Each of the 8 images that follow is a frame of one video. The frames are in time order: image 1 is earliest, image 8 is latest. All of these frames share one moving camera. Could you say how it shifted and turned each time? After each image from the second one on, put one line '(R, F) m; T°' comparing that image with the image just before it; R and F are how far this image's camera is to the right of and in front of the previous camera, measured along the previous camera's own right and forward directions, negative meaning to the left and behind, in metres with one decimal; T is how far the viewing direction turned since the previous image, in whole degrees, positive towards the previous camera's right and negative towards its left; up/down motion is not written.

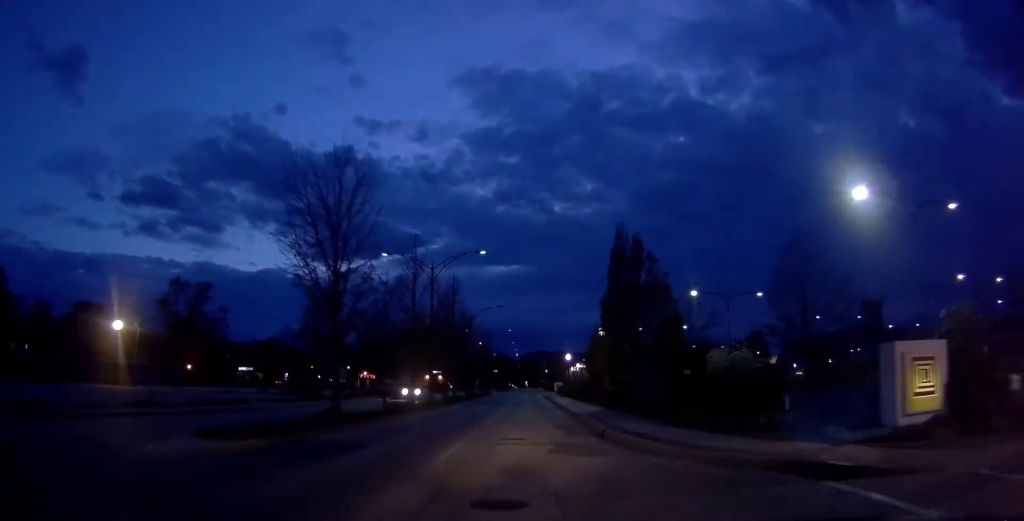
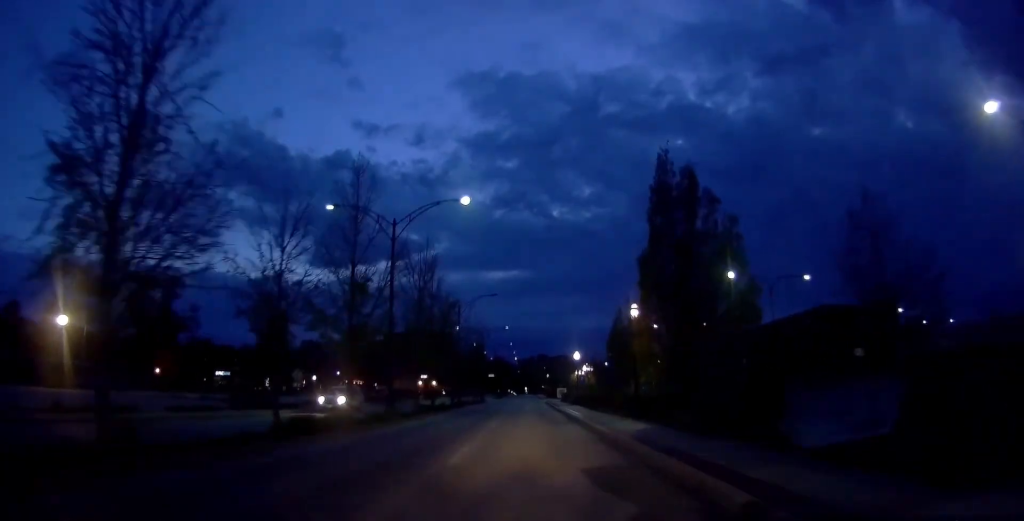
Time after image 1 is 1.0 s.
(0.0, +12.1) m; +2°
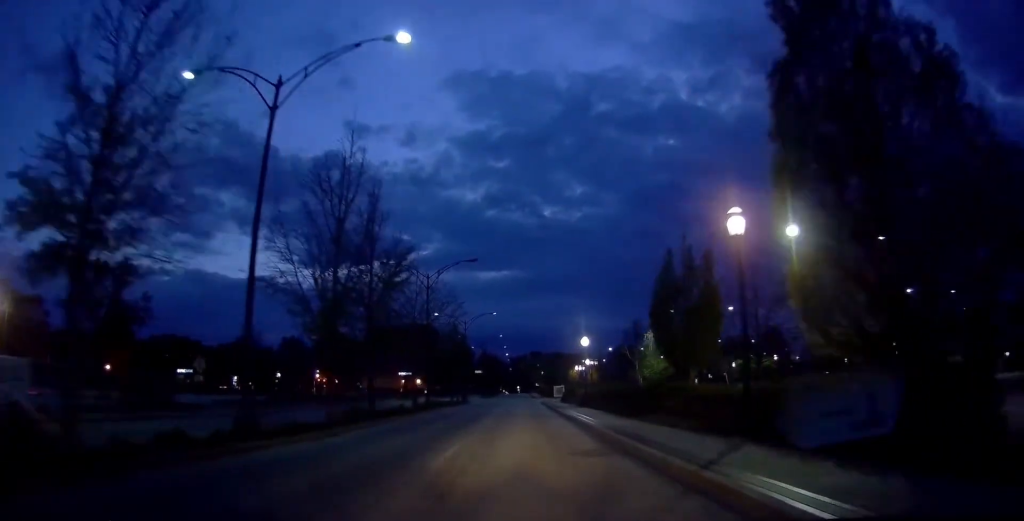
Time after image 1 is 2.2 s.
(+0.3, +14.1) m; +1°
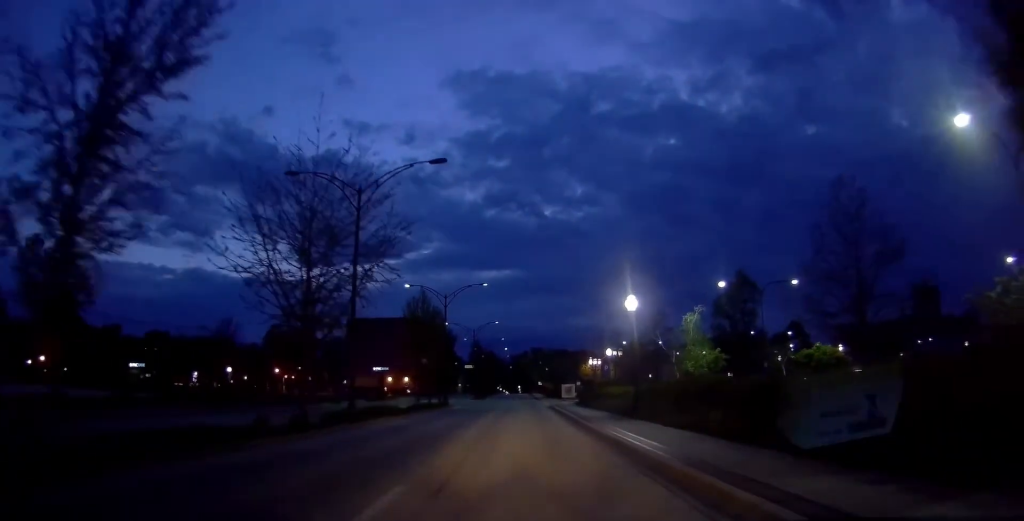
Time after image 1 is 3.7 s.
(0.0, +17.6) m; 0°
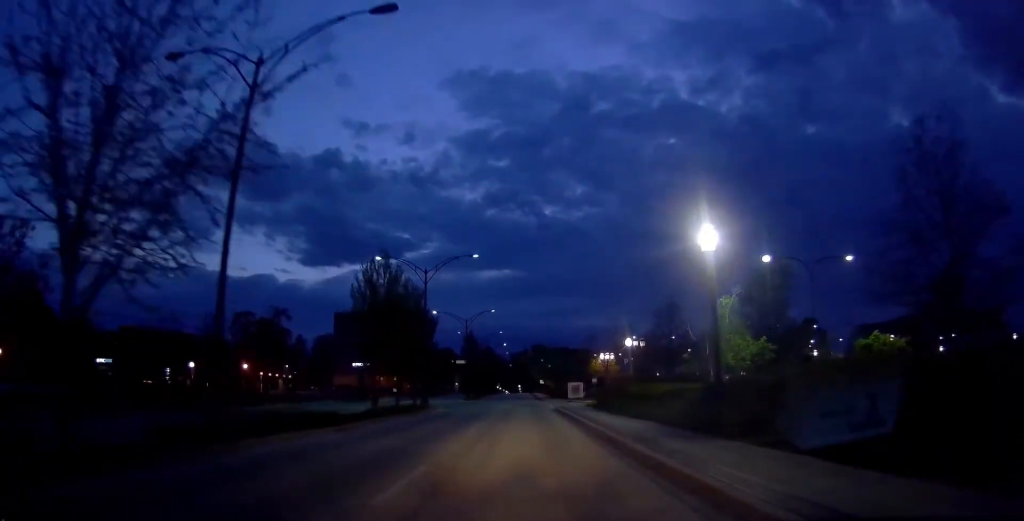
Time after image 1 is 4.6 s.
(0.0, +10.8) m; 0°
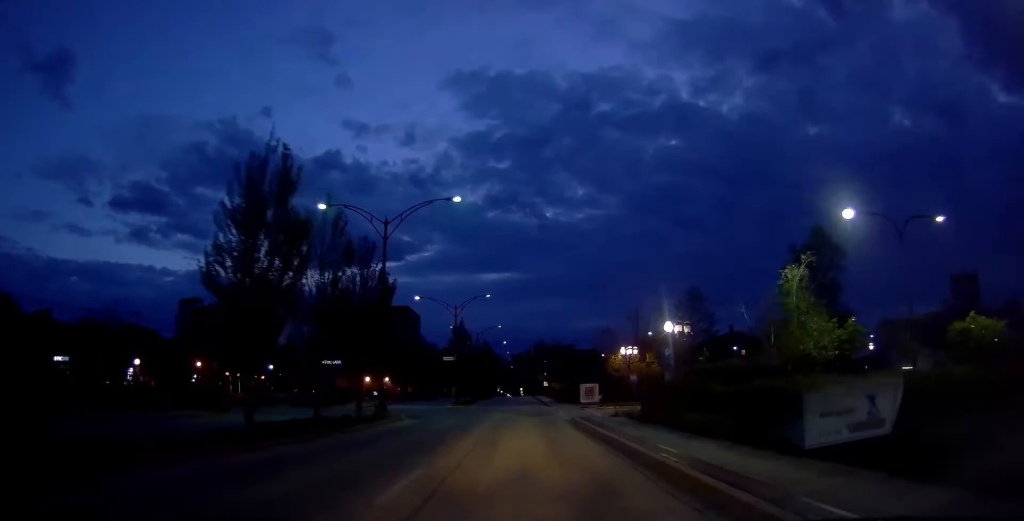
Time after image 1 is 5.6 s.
(0.0, +12.2) m; 0°
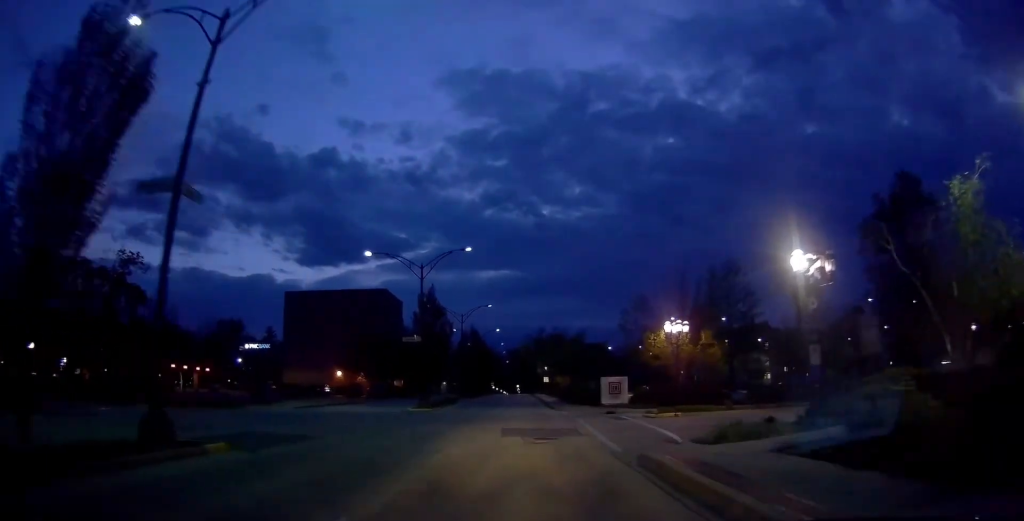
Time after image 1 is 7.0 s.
(0.0, +16.4) m; 0°
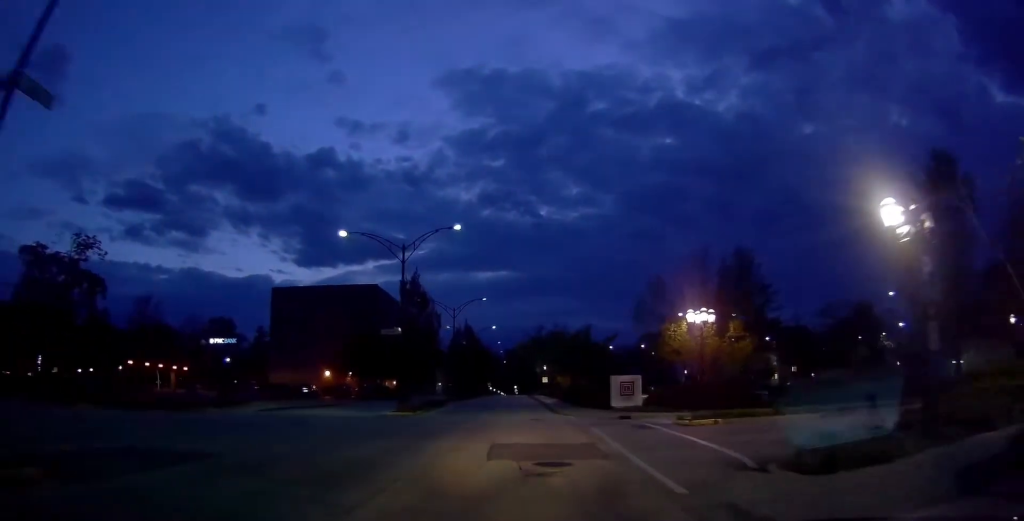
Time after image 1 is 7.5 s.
(0.0, +5.3) m; 0°
